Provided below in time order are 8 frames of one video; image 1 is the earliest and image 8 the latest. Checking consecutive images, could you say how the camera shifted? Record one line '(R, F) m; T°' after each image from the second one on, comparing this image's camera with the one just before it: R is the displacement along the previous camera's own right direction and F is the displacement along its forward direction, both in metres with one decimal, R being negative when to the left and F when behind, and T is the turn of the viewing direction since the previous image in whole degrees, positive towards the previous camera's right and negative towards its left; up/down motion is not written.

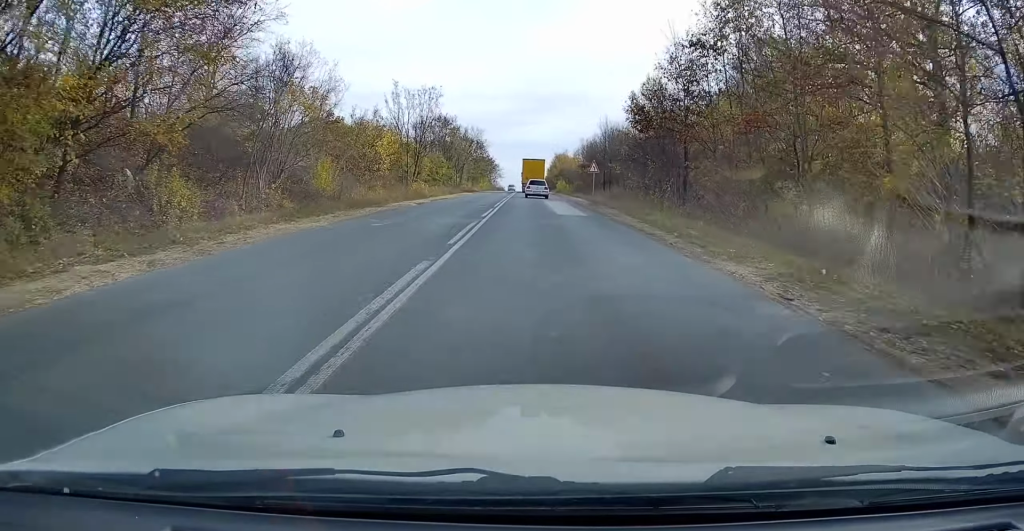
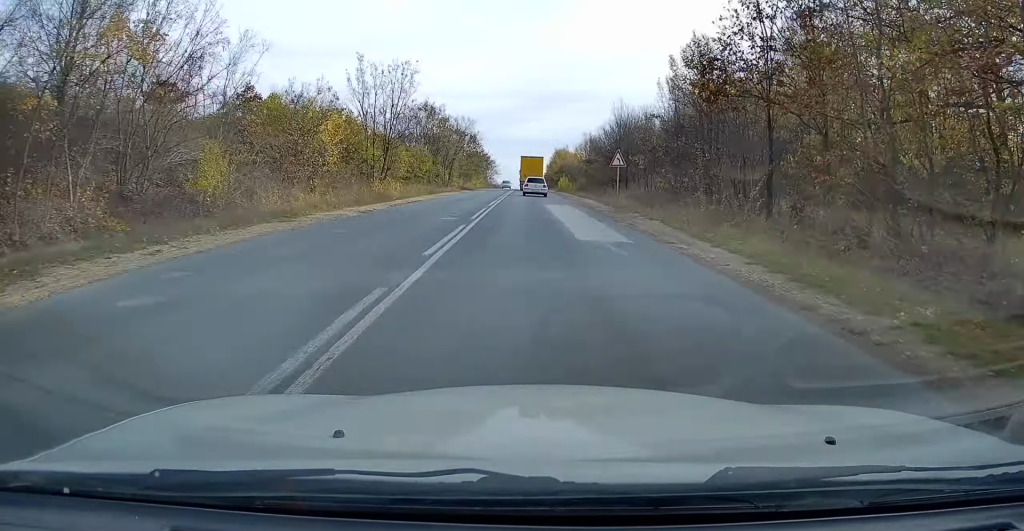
(0.0, +11.4) m; 0°
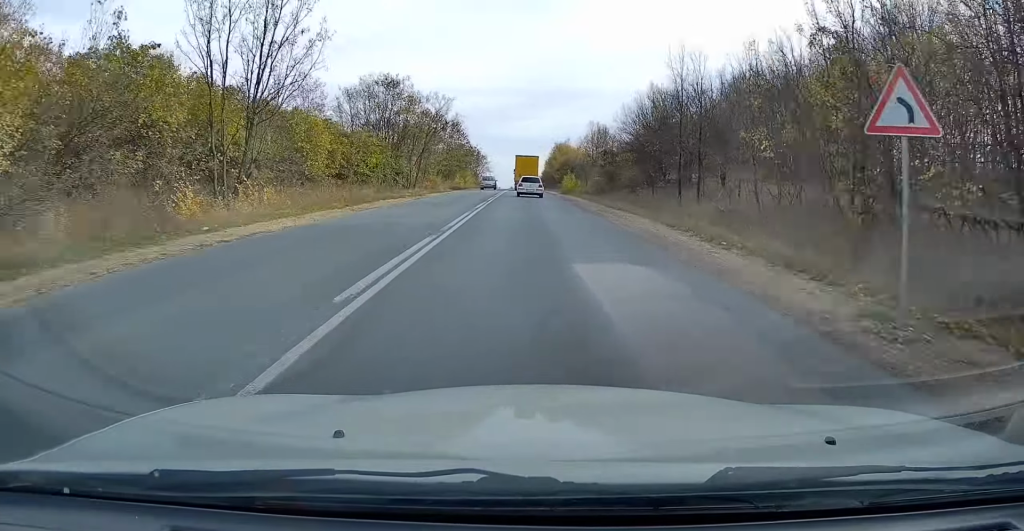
(0.0, +22.4) m; 0°
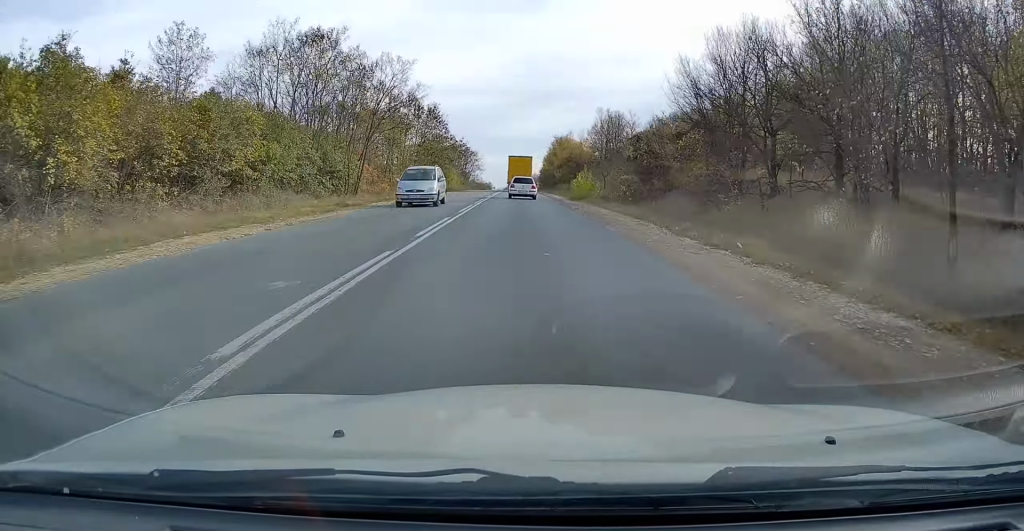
(+0.1, +20.0) m; +1°
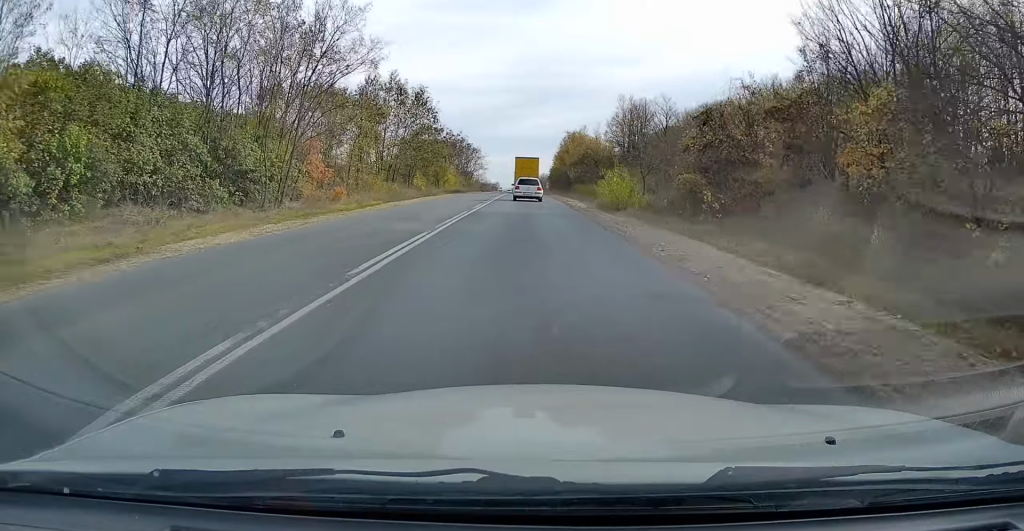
(0.0, +16.1) m; 0°
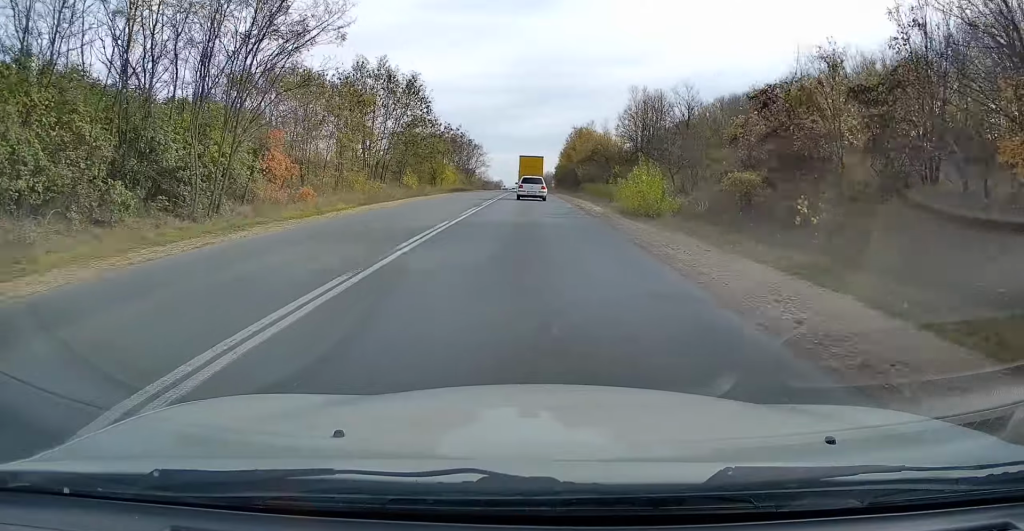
(0.0, +7.0) m; 0°
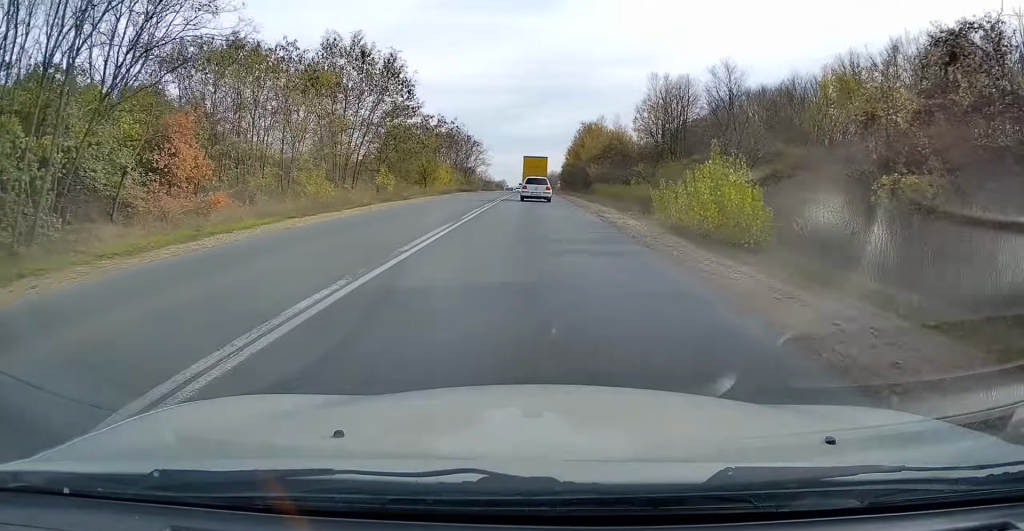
(0.0, +10.2) m; 0°
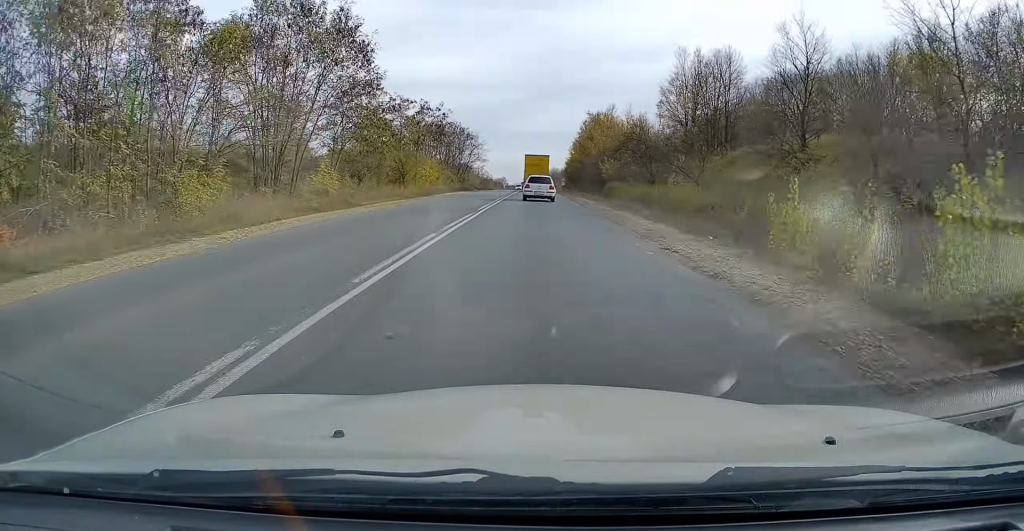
(-0.1, +11.9) m; -1°
